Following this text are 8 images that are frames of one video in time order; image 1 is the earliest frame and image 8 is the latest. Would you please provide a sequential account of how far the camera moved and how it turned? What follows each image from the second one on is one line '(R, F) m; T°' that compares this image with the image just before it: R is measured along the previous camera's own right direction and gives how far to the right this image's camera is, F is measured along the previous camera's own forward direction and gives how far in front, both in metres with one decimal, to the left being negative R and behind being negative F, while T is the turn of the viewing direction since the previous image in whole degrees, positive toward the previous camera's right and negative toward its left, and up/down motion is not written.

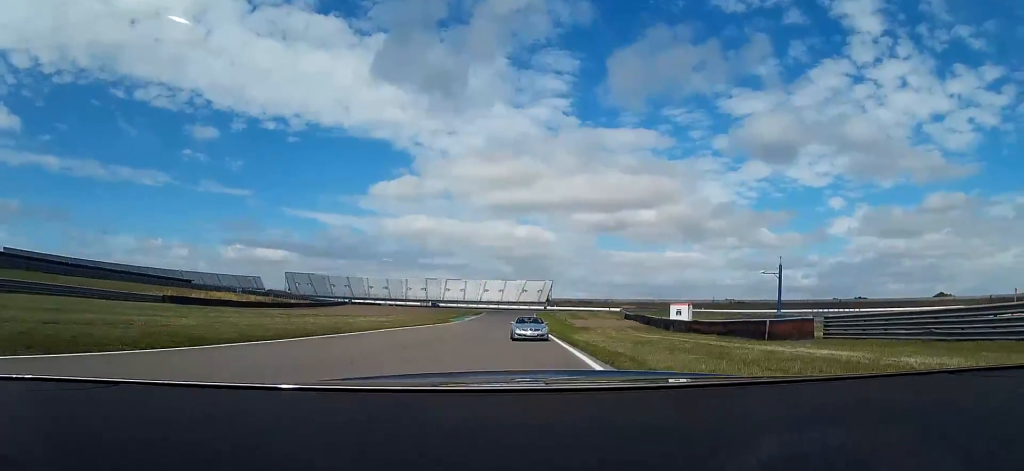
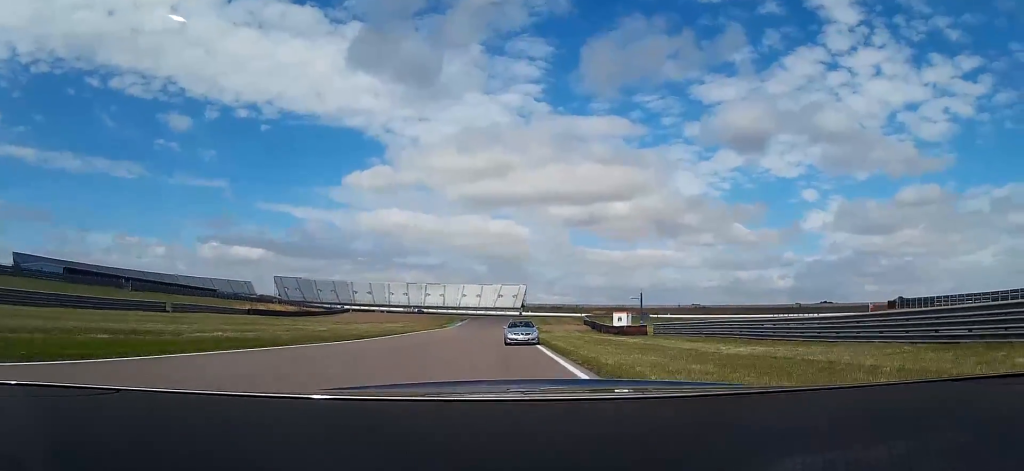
(+0.2, +31.1) m; +2°
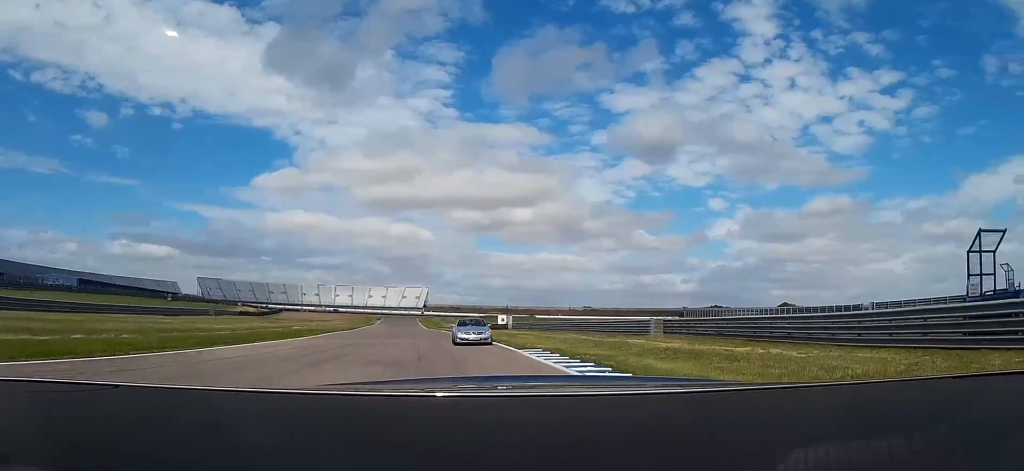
(+2.5, +41.9) m; +9°
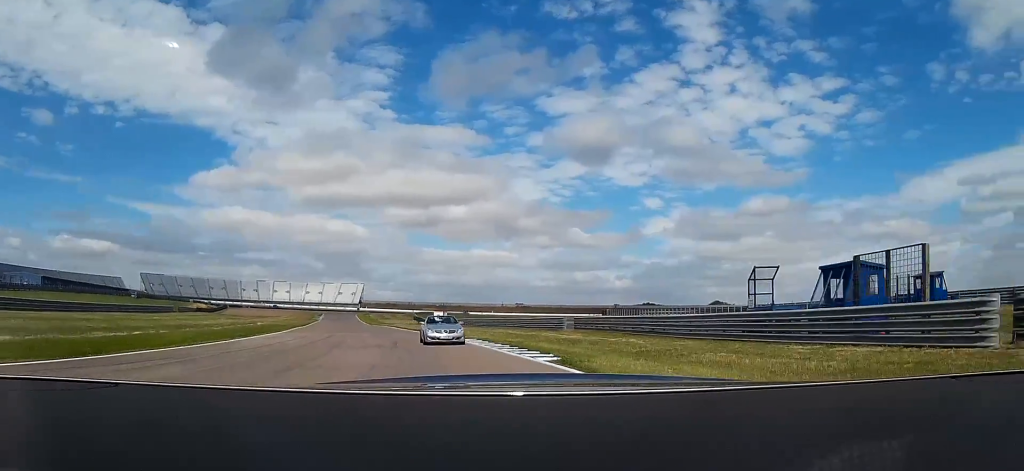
(0.0, +10.1) m; +8°
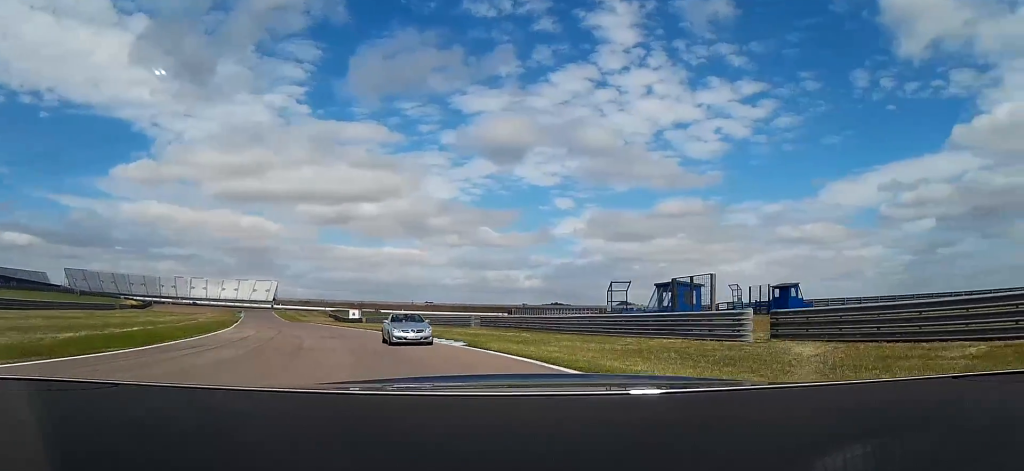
(-0.4, +9.5) m; +9°
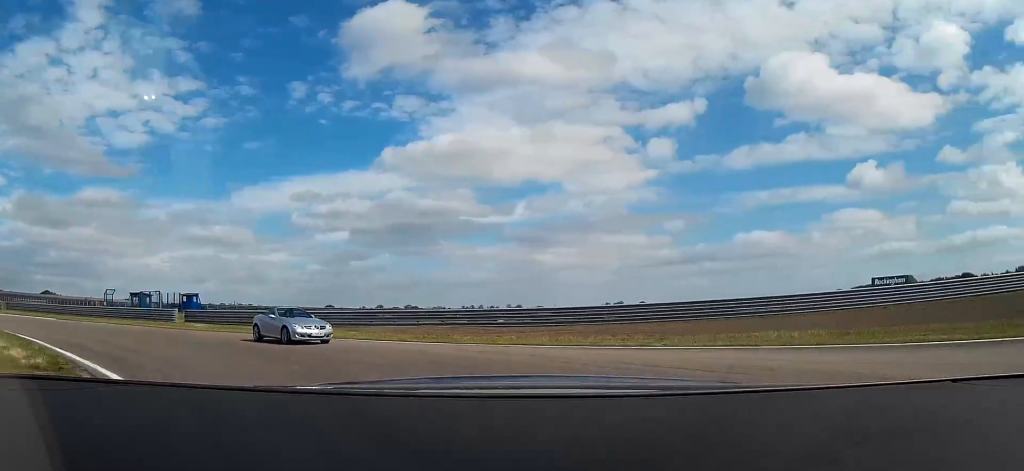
(+14.7, +23.4) m; +69°
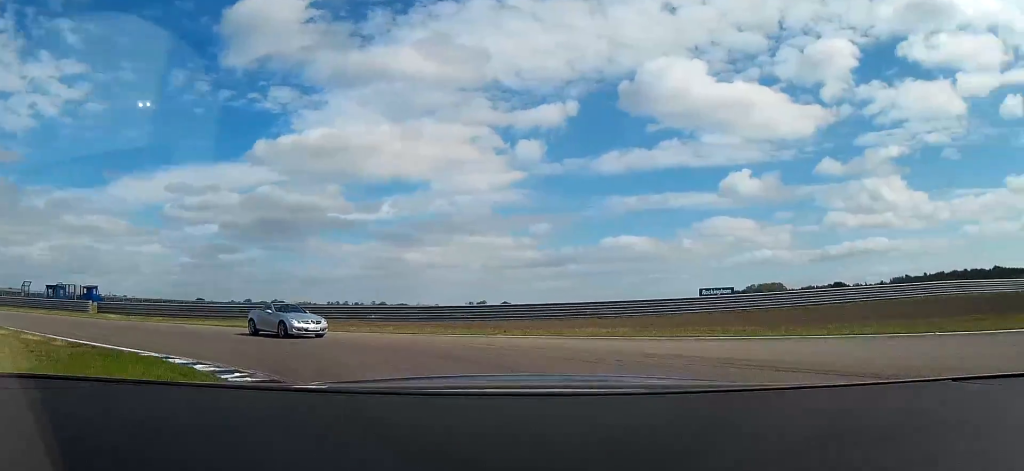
(+1.5, +5.6) m; +12°
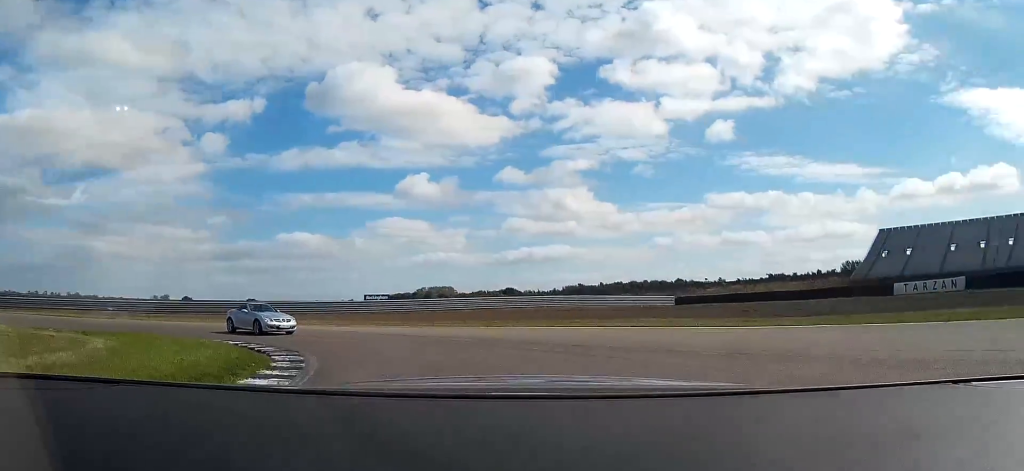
(+3.7, +13.9) m; +27°
